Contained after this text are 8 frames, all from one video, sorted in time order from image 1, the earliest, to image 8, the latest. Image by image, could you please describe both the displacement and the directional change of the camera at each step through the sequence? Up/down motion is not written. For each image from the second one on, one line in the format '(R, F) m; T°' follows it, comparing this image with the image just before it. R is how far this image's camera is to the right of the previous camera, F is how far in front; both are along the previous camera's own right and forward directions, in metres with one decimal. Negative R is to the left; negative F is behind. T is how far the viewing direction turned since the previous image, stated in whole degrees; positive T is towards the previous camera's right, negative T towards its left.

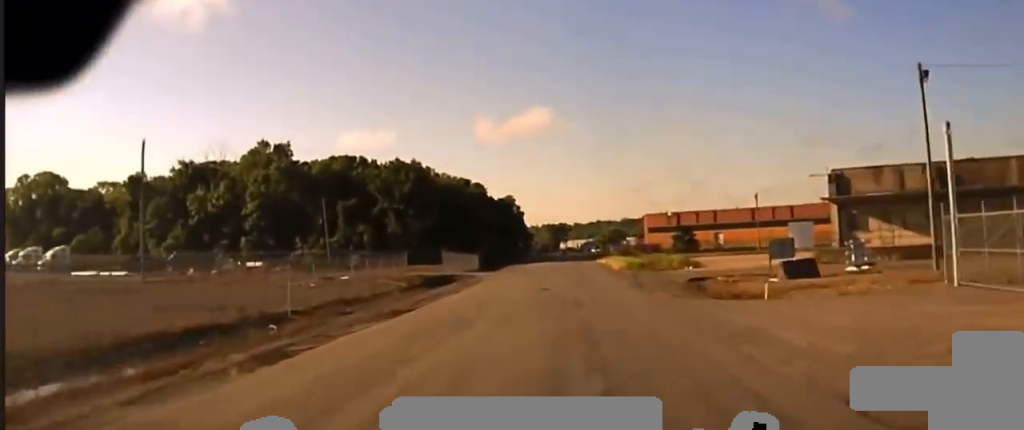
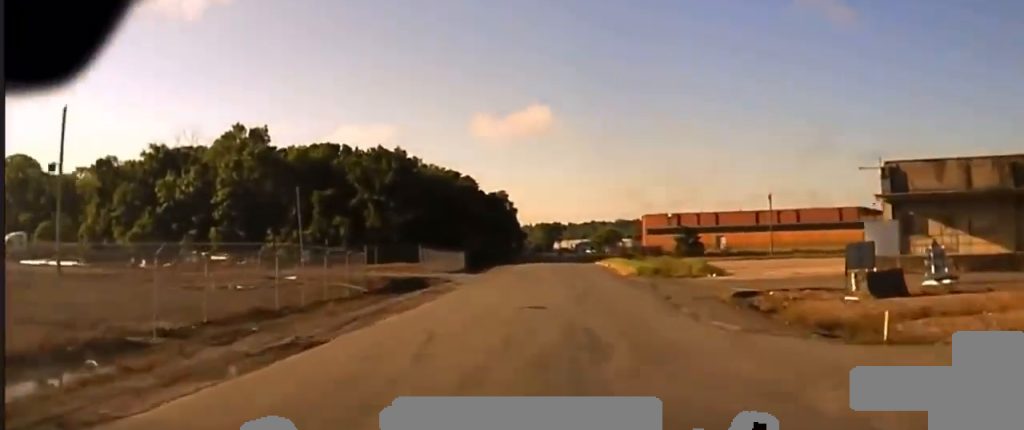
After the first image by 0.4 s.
(0.0, +9.2) m; 0°
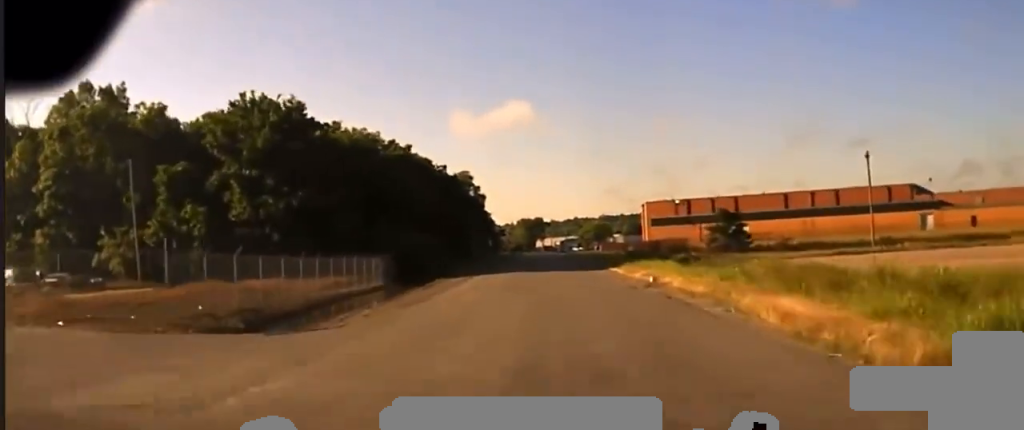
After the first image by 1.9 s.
(-0.2, +37.8) m; 0°
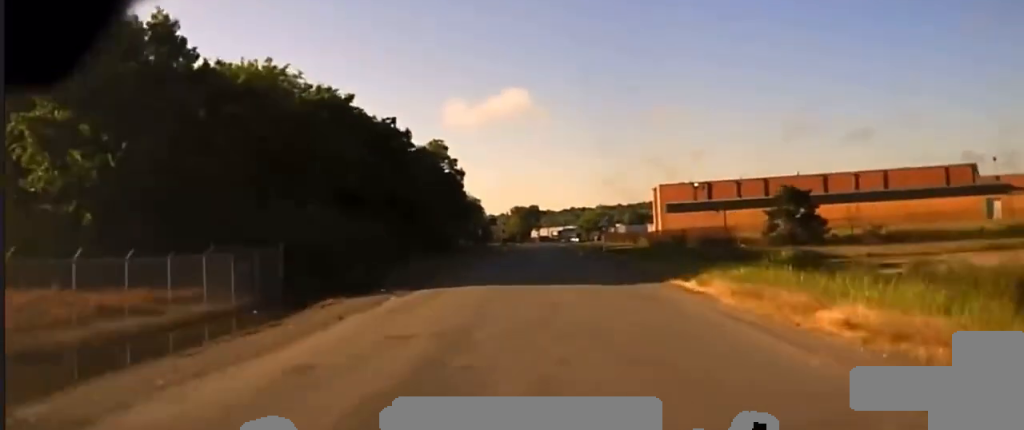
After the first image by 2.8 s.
(+0.2, +25.9) m; +1°
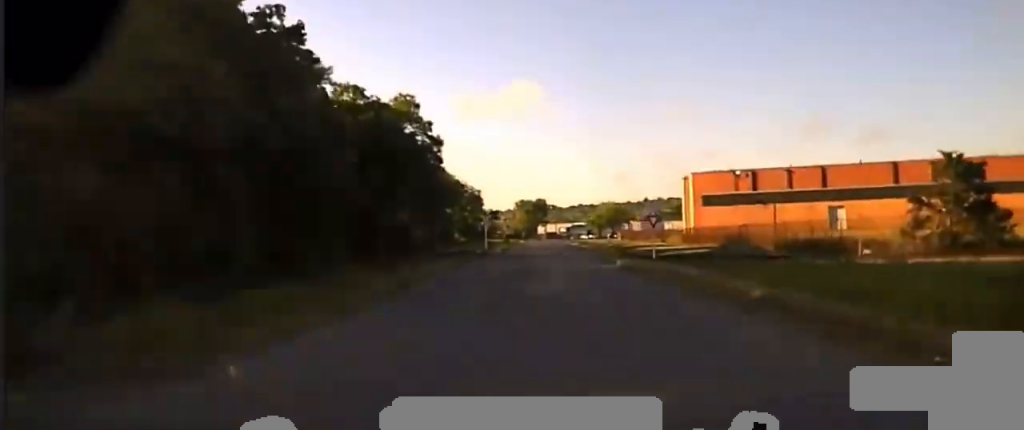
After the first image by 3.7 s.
(+0.3, +28.8) m; 0°
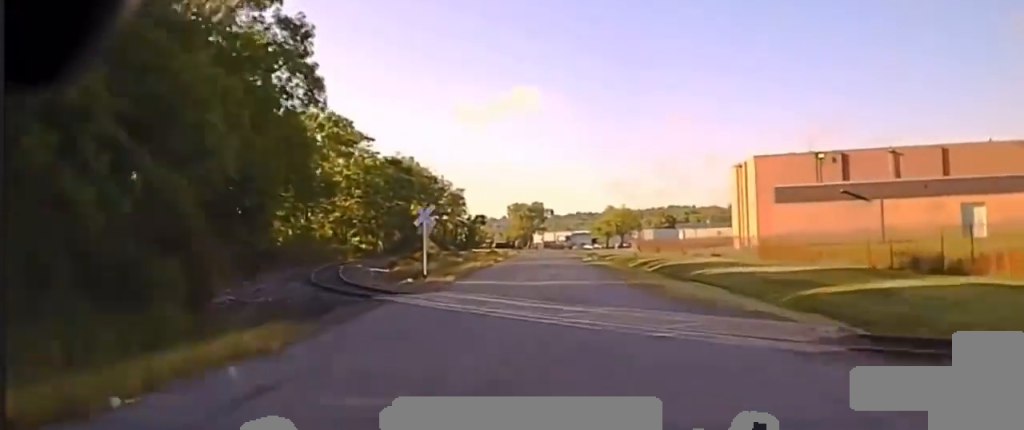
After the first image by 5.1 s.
(-0.3, +45.1) m; 0°
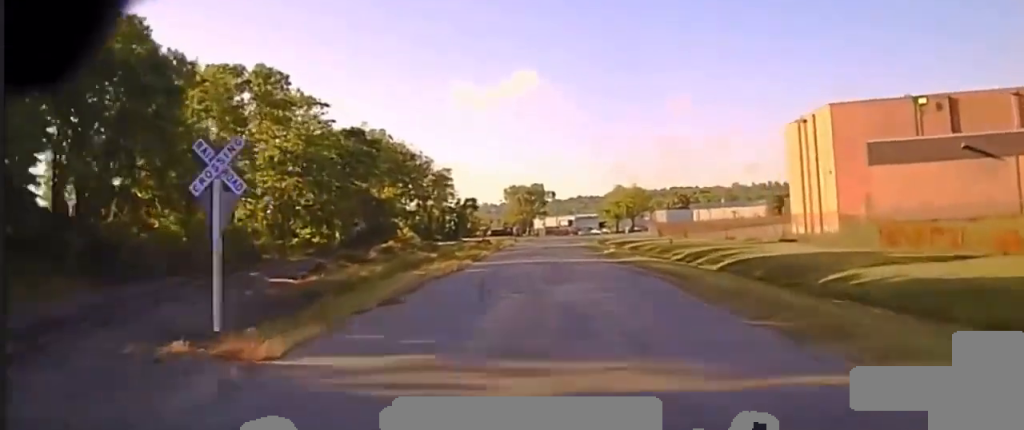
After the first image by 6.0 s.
(-0.1, +29.8) m; 0°
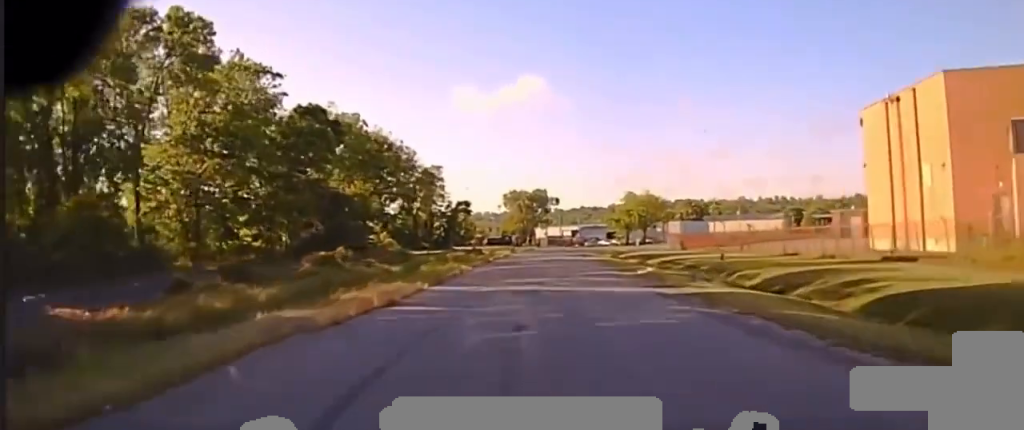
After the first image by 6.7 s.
(-0.1, +22.0) m; 0°
